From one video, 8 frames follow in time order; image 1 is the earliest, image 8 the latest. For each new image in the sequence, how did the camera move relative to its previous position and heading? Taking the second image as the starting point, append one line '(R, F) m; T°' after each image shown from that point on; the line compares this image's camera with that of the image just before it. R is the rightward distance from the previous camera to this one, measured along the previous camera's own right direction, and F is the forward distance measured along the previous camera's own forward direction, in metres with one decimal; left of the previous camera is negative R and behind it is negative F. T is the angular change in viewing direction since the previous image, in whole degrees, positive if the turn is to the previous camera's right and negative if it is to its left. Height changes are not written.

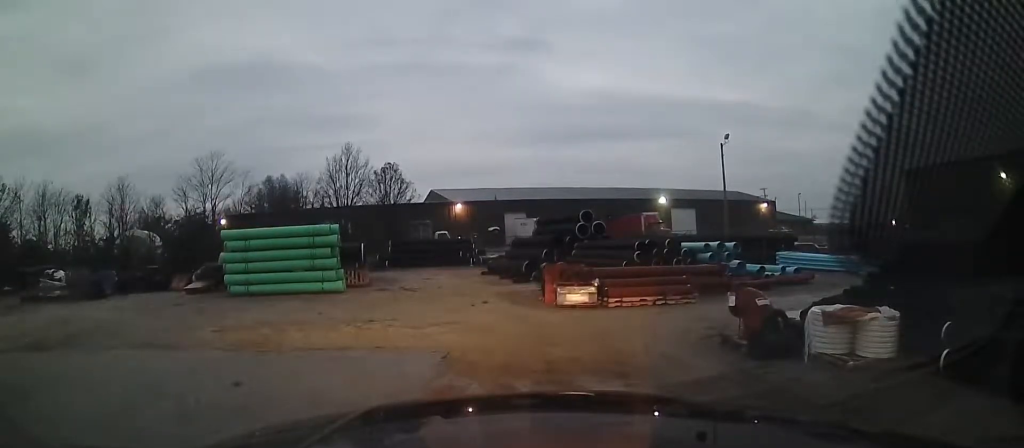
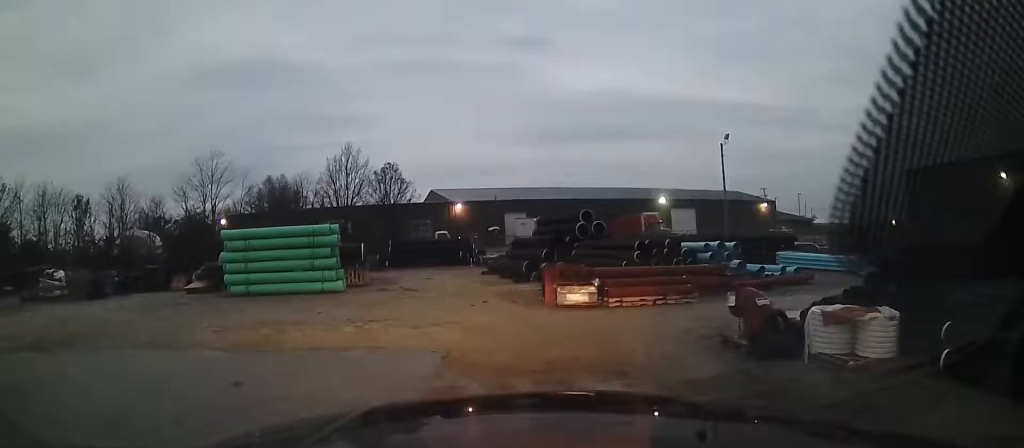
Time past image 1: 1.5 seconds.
(0.0, 0.0) m; 0°
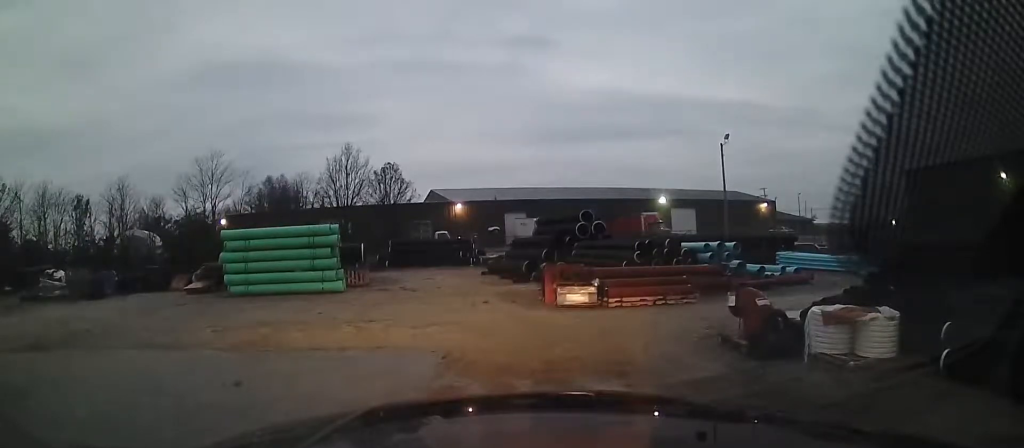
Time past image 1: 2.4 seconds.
(0.0, 0.0) m; 0°
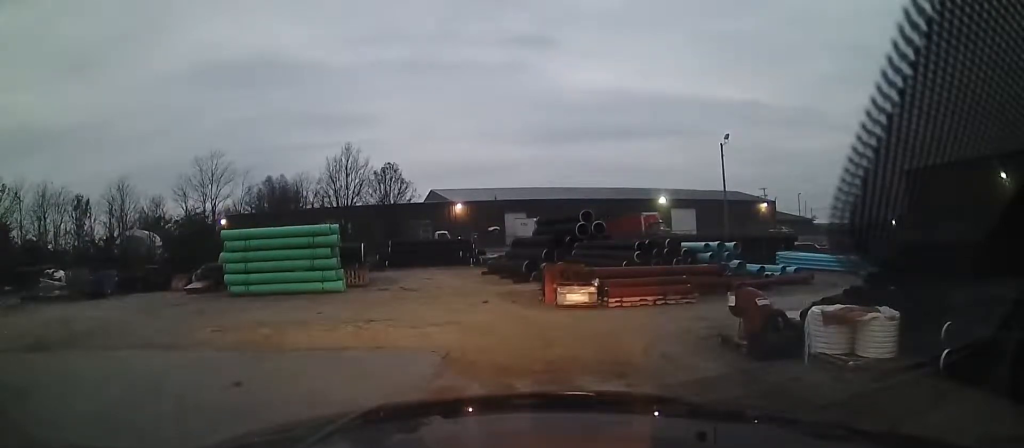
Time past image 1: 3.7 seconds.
(0.0, 0.0) m; 0°
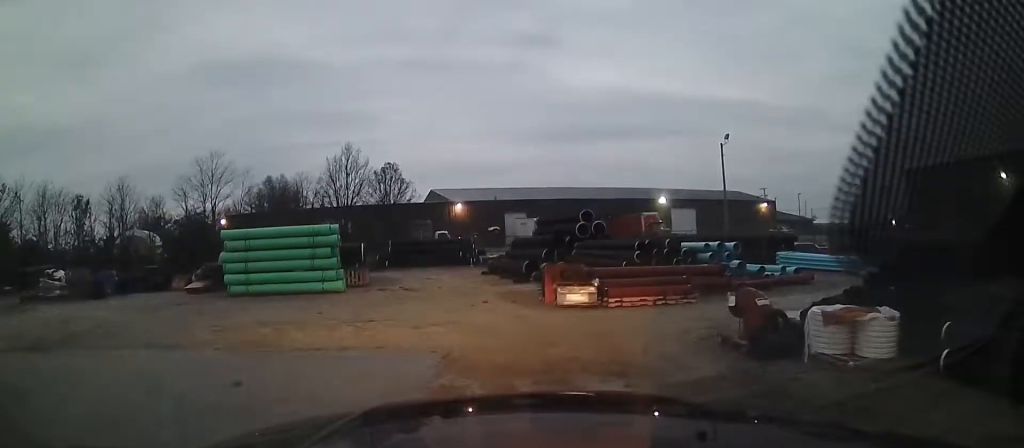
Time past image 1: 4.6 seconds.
(0.0, 0.0) m; 0°
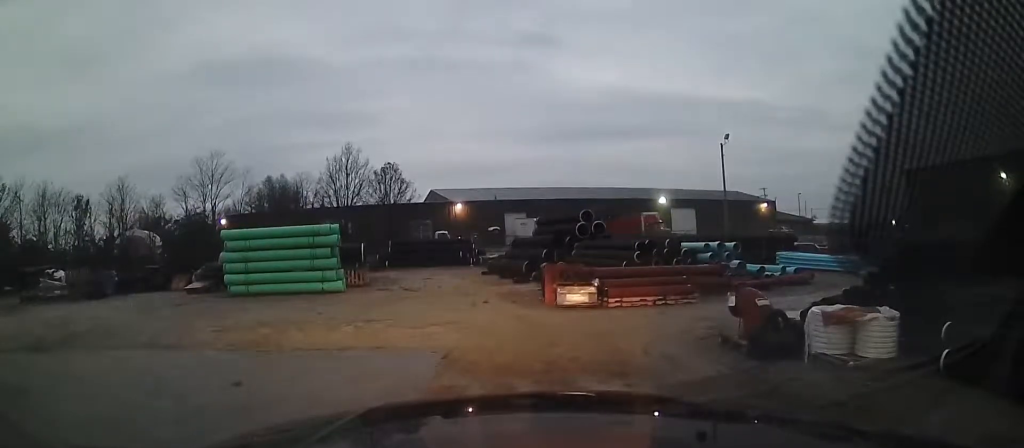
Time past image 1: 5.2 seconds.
(0.0, 0.0) m; 0°
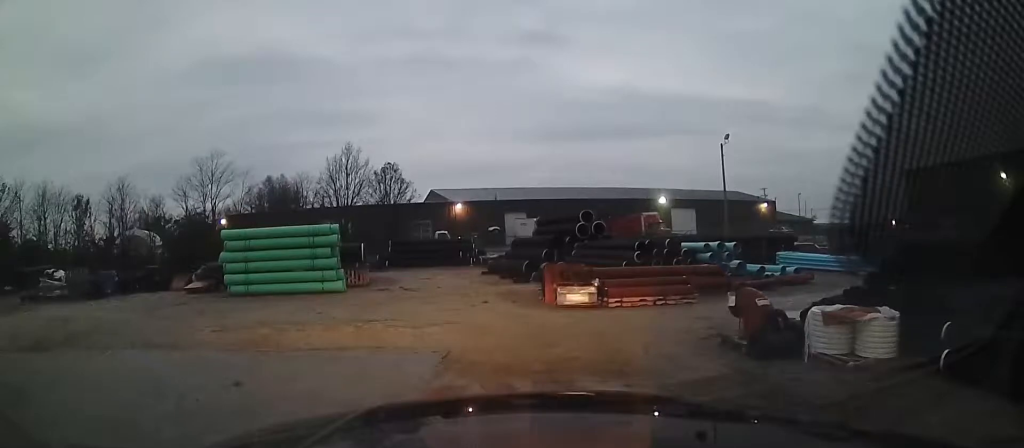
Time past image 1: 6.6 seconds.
(0.0, 0.0) m; 0°
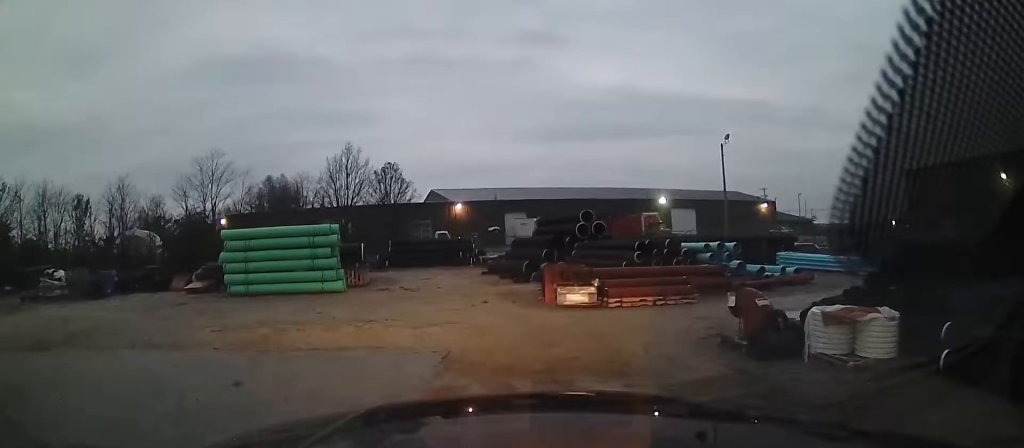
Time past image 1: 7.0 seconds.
(0.0, 0.0) m; 0°
